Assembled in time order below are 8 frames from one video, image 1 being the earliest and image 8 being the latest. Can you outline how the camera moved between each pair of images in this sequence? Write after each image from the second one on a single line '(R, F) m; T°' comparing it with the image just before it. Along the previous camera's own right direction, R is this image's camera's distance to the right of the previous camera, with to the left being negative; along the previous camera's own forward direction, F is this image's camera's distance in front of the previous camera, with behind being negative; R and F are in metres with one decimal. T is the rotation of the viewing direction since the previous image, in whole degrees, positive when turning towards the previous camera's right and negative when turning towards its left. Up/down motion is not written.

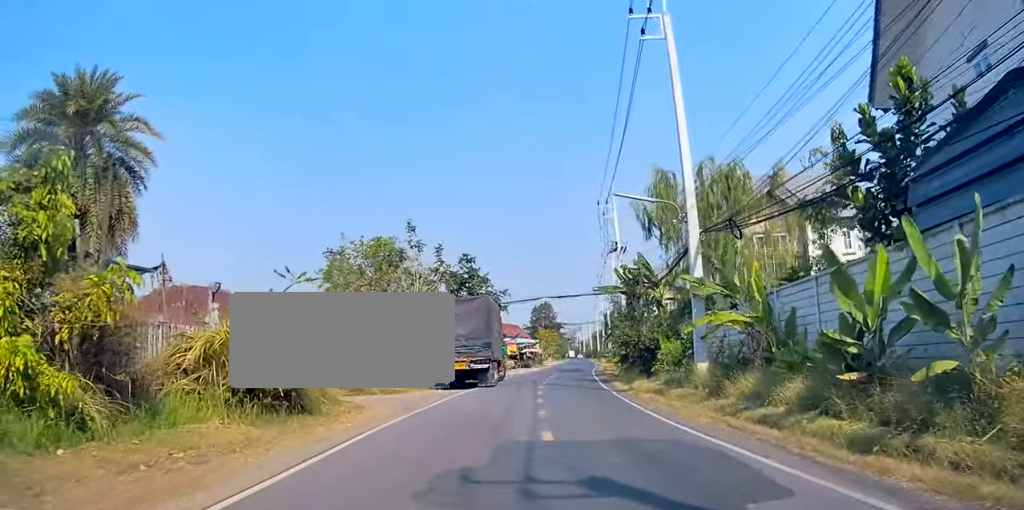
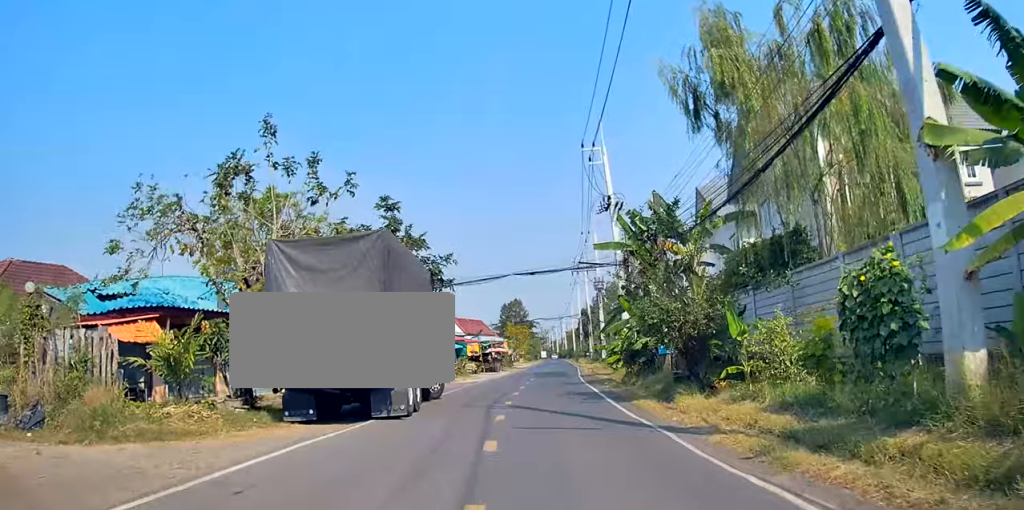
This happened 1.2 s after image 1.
(+0.7, +14.2) m; +5°
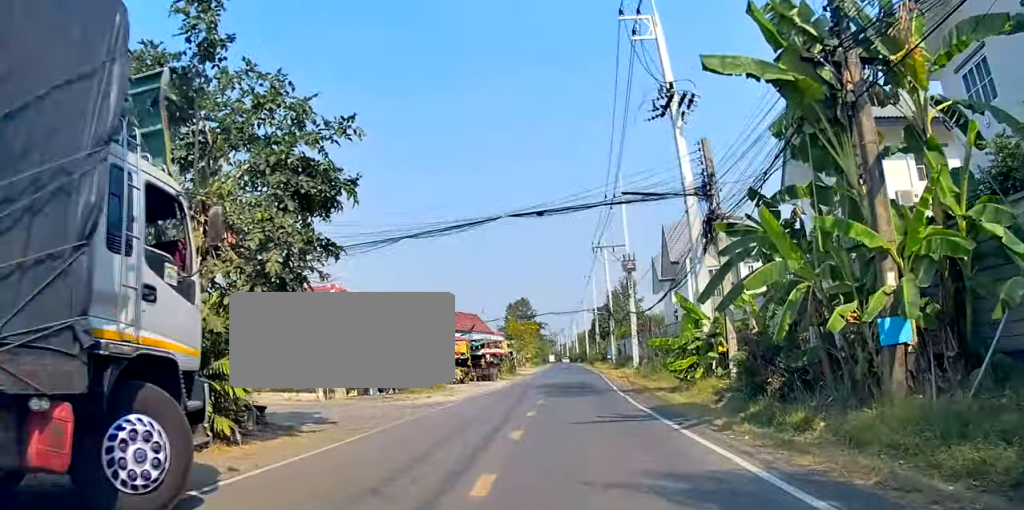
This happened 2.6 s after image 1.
(0.0, +16.2) m; -1°
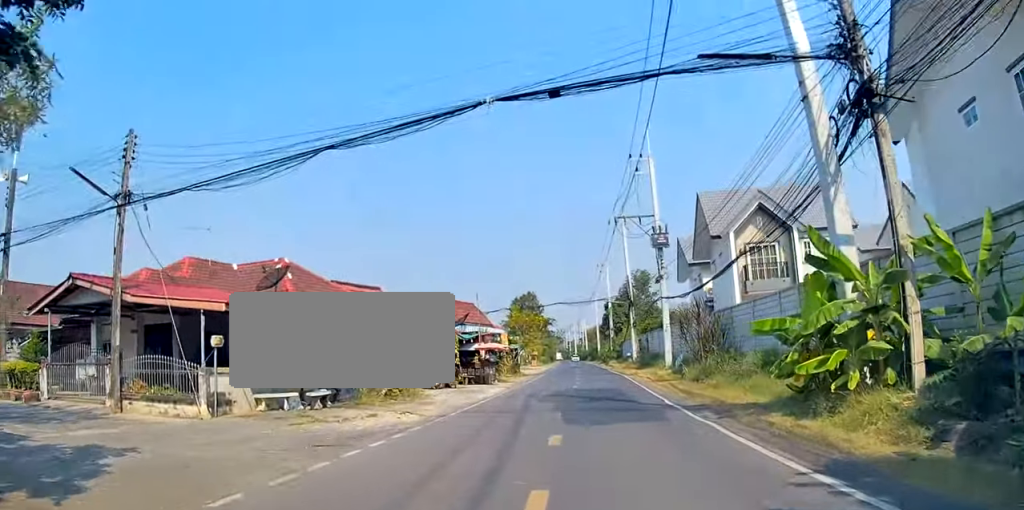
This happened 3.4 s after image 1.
(0.0, +9.9) m; +1°
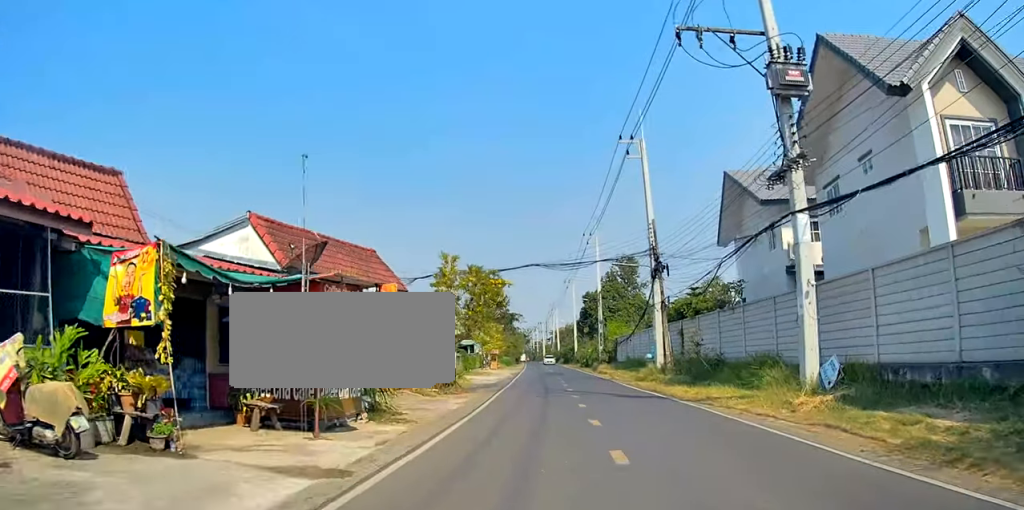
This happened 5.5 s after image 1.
(+0.8, +23.4) m; +2°
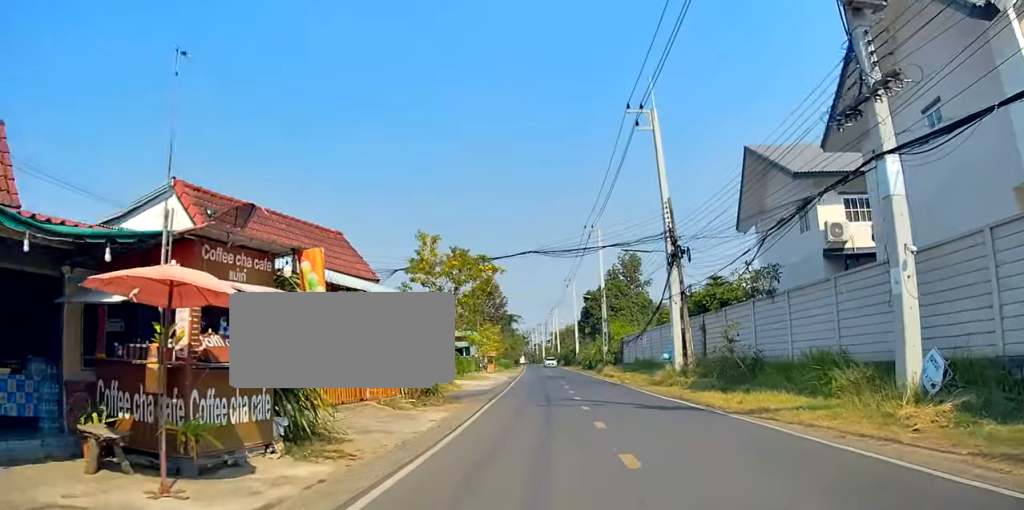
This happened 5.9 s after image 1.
(0.0, +4.7) m; 0°
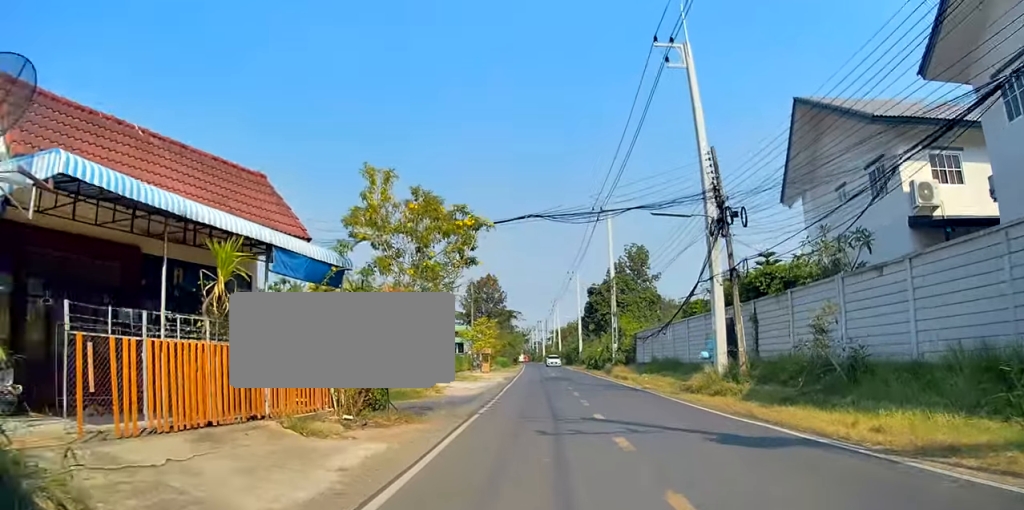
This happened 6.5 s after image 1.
(0.0, +7.0) m; 0°
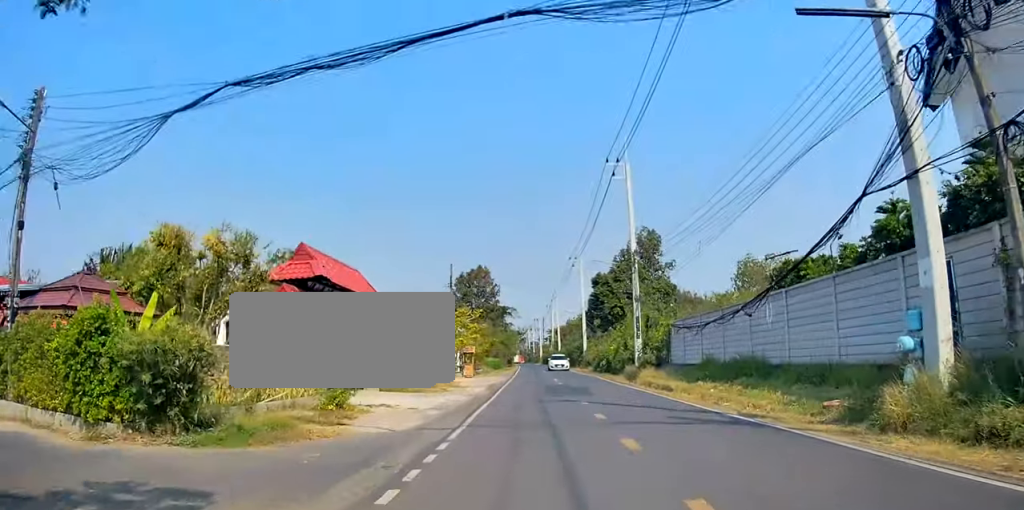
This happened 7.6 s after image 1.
(-0.1, +12.4) m; 0°
